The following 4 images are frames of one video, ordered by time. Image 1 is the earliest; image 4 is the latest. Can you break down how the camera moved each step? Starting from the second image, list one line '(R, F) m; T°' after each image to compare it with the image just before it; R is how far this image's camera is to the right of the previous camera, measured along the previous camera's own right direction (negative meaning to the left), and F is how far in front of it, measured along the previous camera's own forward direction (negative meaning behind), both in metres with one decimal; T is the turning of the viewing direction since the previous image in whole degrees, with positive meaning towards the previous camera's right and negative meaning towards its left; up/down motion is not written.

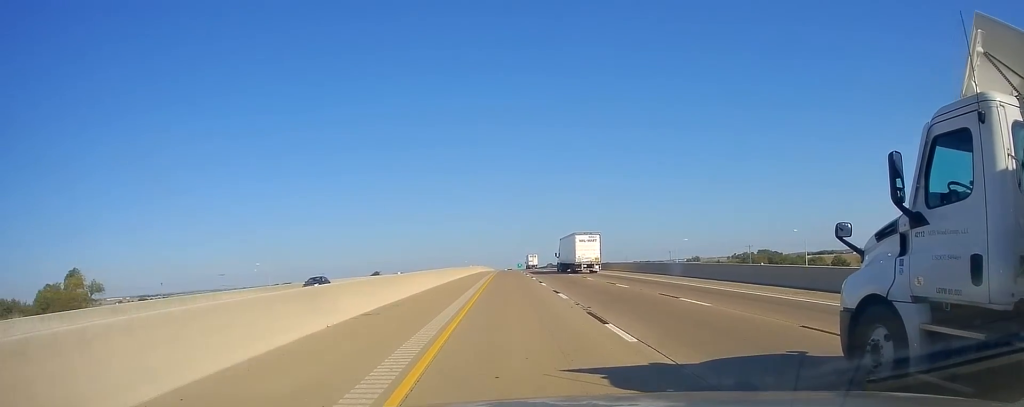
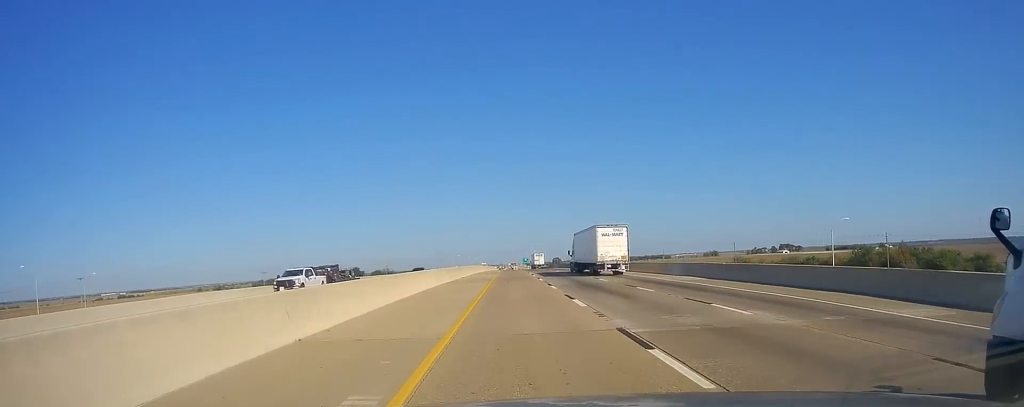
(+0.4, +76.7) m; +1°
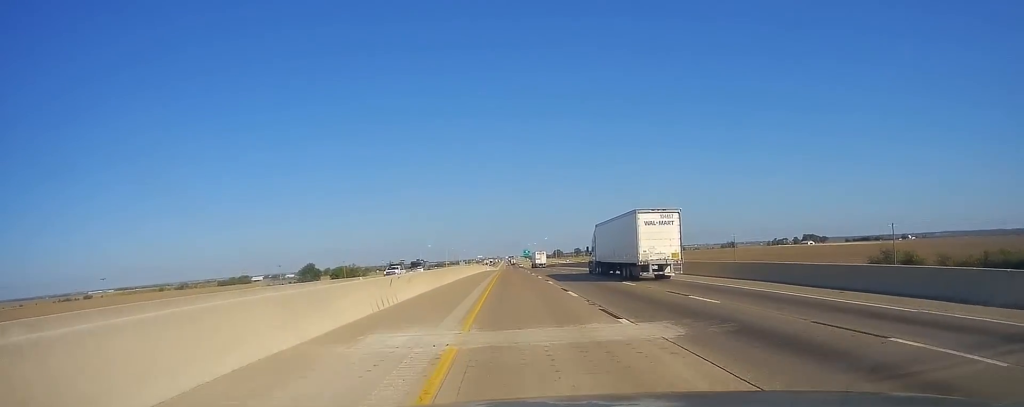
(-0.8, +92.1) m; -1°
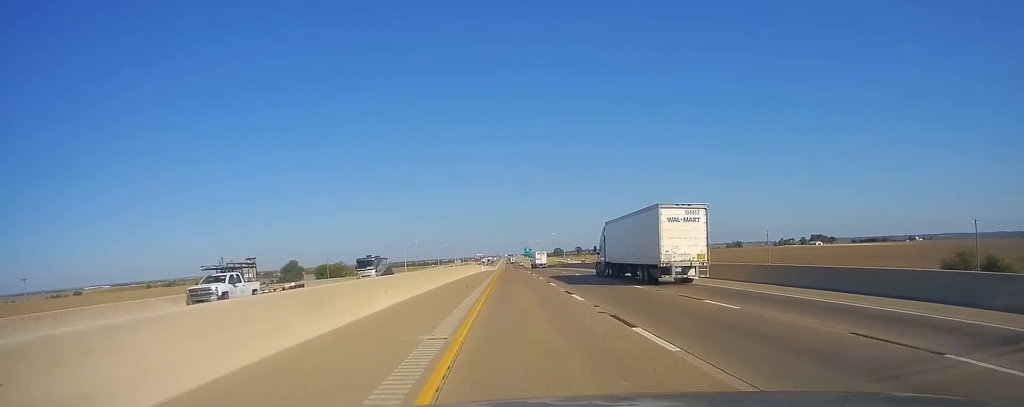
(-0.2, +26.0) m; +1°
